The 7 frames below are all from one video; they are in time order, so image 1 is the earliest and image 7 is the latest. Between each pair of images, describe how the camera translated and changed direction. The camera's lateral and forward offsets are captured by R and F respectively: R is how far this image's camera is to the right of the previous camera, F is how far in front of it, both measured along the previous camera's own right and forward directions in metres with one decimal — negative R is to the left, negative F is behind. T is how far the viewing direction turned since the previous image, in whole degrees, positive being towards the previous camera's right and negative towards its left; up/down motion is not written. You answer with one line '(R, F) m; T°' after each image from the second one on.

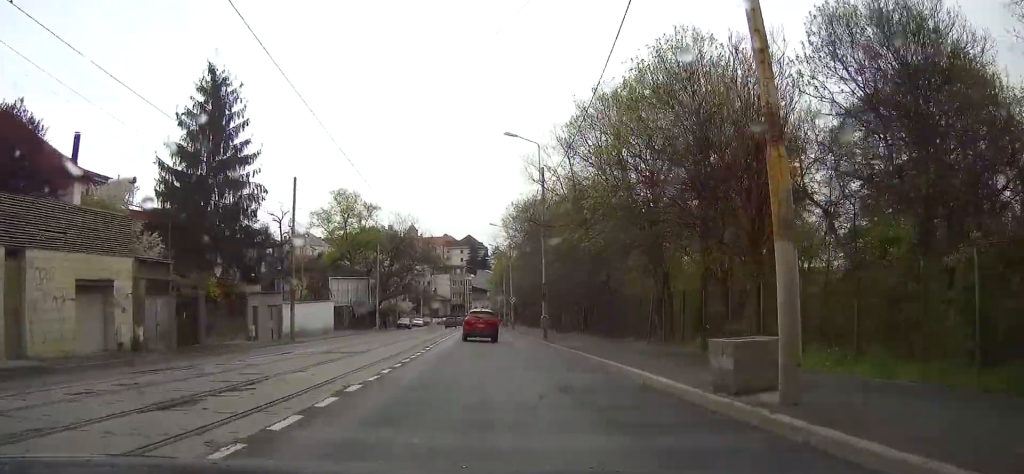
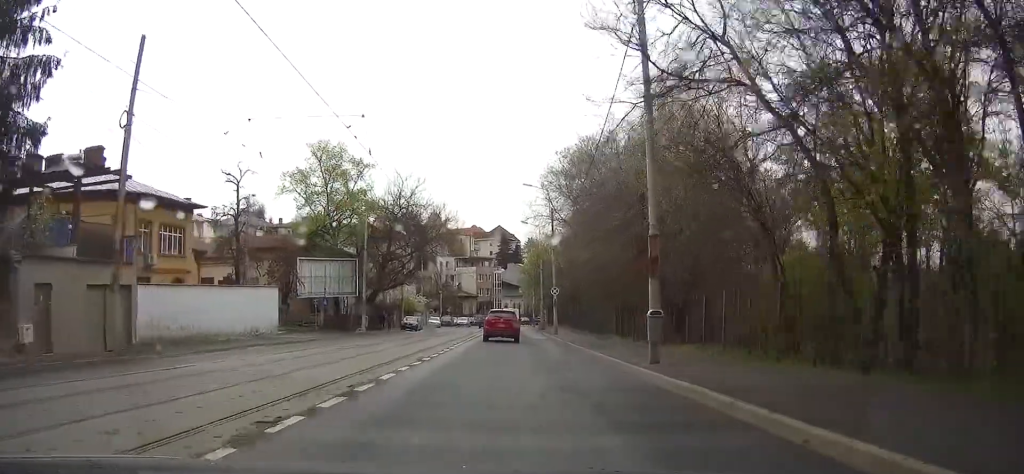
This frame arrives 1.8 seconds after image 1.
(-0.7, +21.8) m; -2°
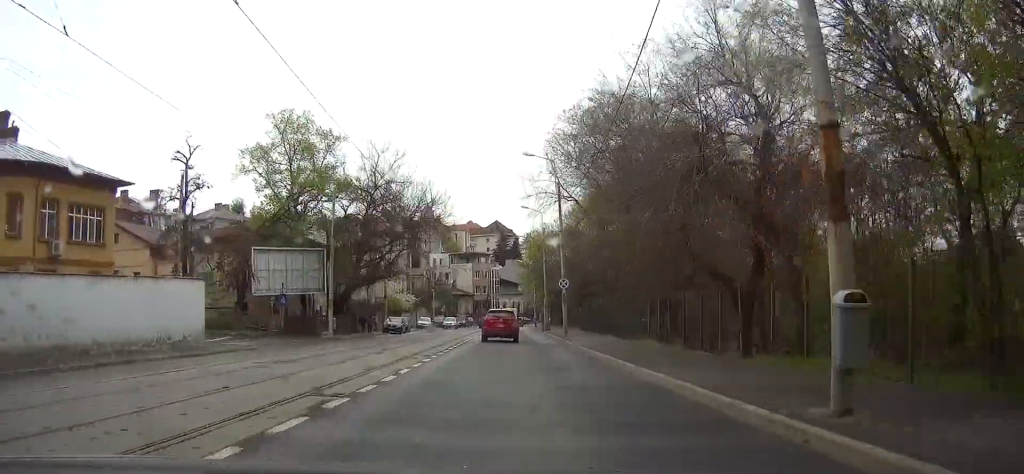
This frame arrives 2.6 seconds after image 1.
(0.0, +8.8) m; 0°
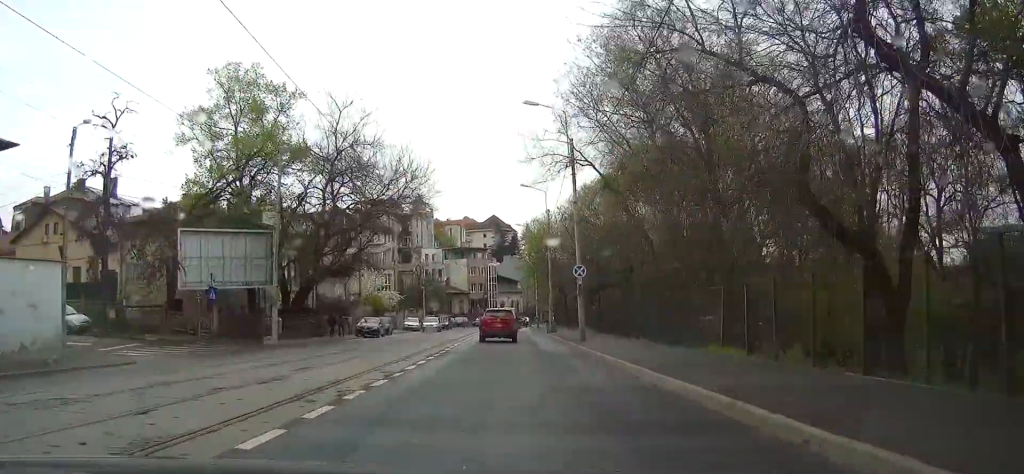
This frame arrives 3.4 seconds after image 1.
(-0.1, +8.5) m; 0°
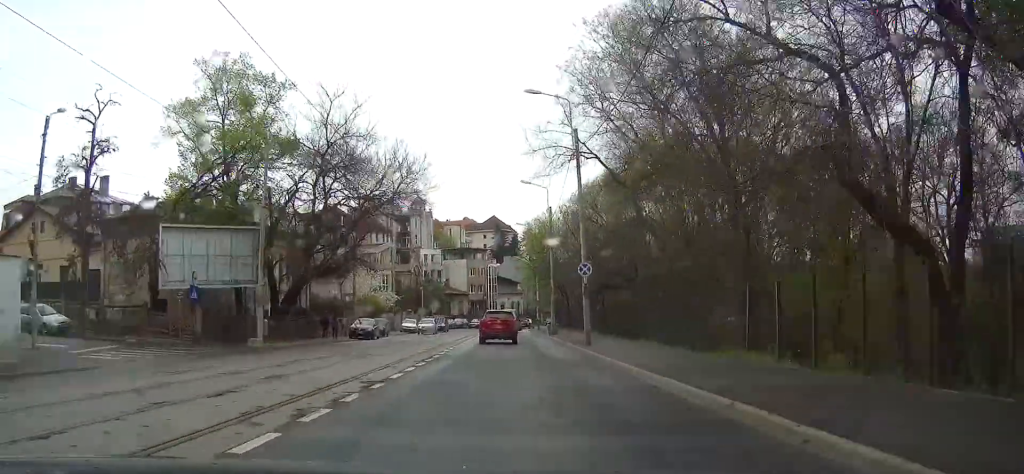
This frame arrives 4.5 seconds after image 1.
(+0.1, +11.0) m; 0°
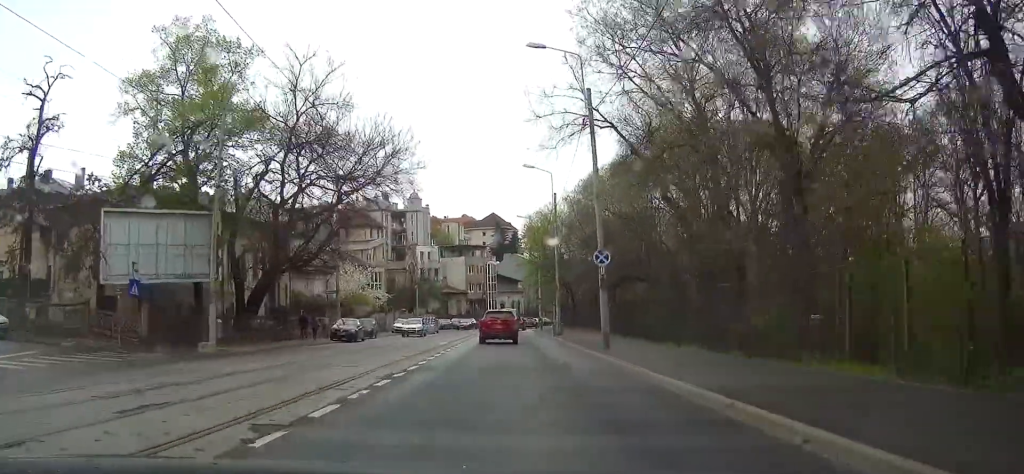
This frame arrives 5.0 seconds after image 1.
(0.0, +4.1) m; 0°
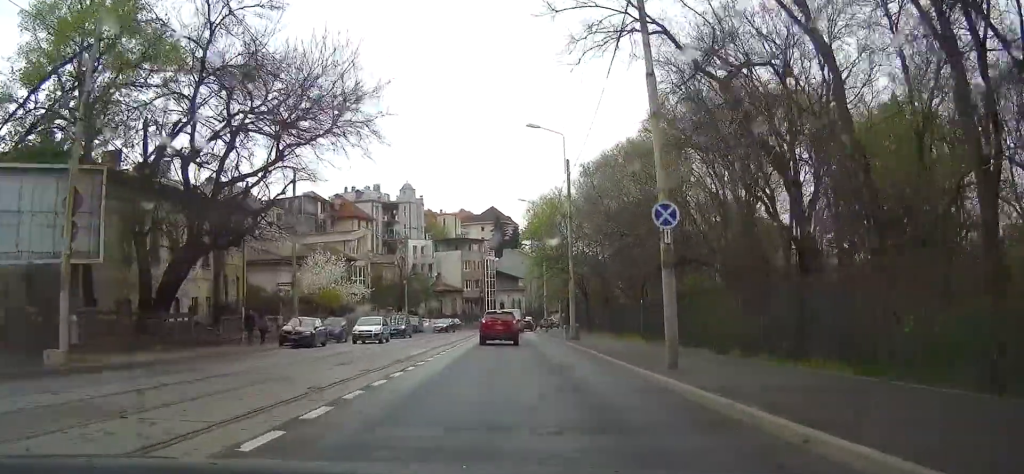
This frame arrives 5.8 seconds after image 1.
(0.0, +8.1) m; 0°
